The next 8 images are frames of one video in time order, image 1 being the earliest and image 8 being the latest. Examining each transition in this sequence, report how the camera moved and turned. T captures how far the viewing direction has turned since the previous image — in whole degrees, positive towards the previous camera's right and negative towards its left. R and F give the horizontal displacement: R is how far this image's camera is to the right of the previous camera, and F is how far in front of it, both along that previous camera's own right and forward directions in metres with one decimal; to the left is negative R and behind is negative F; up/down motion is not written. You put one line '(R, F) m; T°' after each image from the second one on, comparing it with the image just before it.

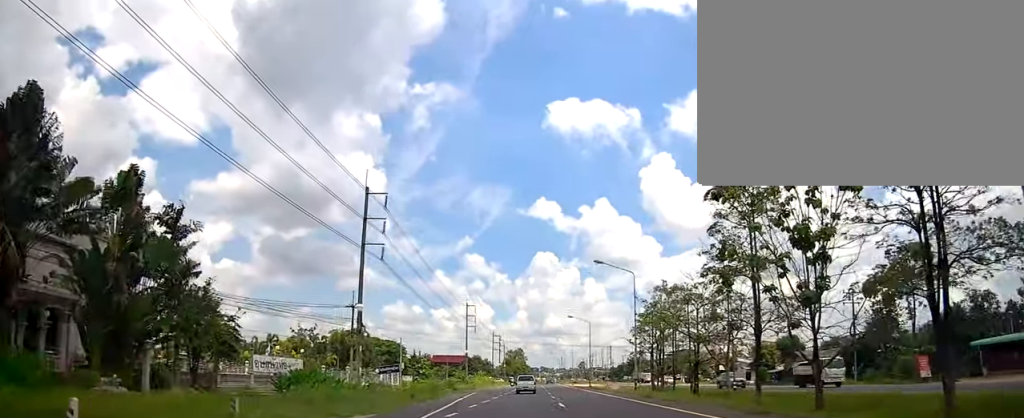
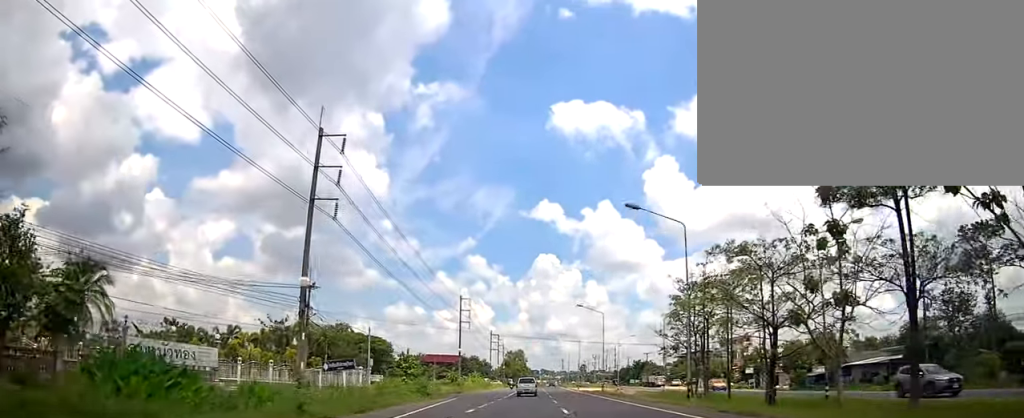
(0.0, +13.7) m; 0°
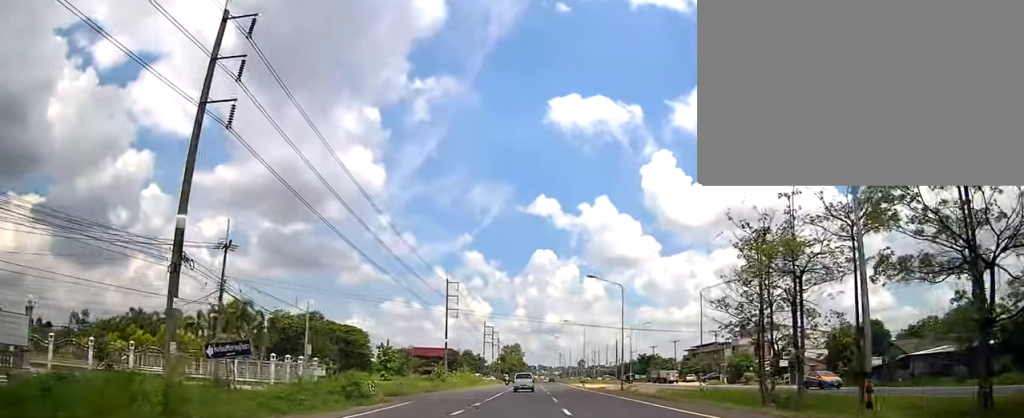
(-0.1, +14.8) m; 0°
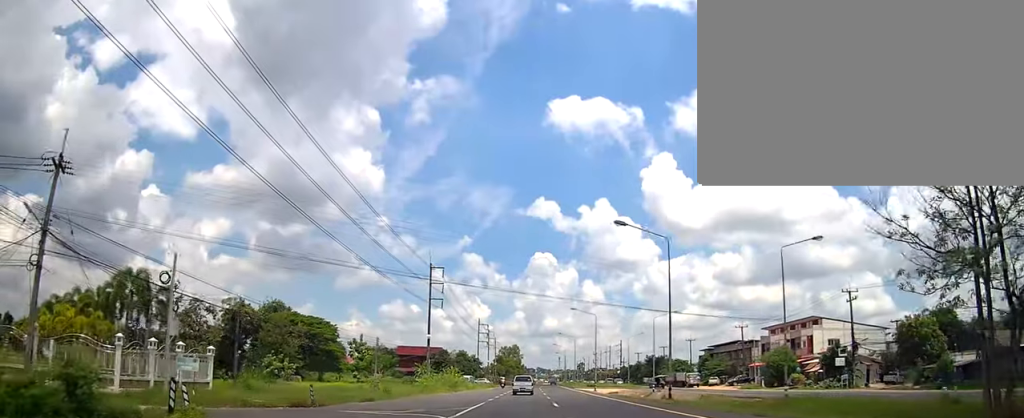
(+0.1, +16.2) m; +1°
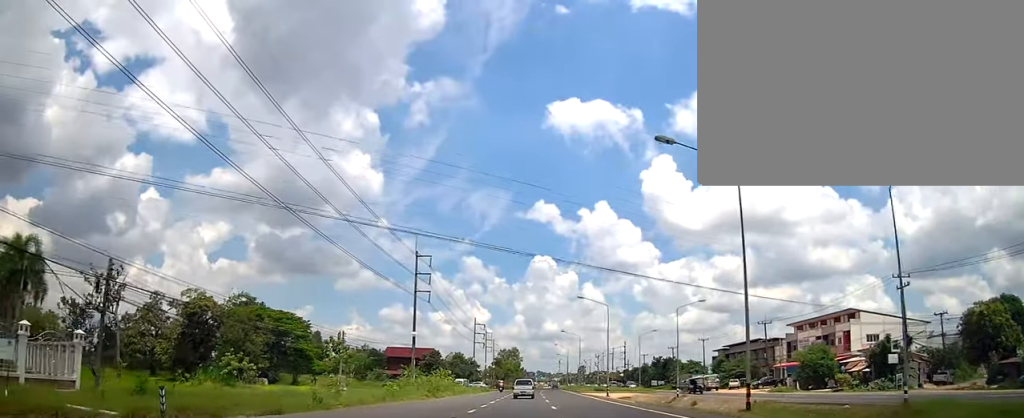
(+0.1, +10.8) m; 0°
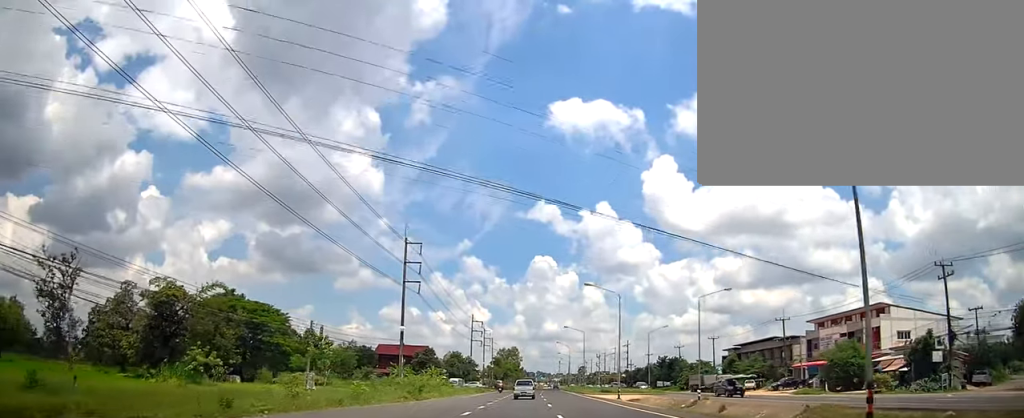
(+0.1, +7.1) m; 0°
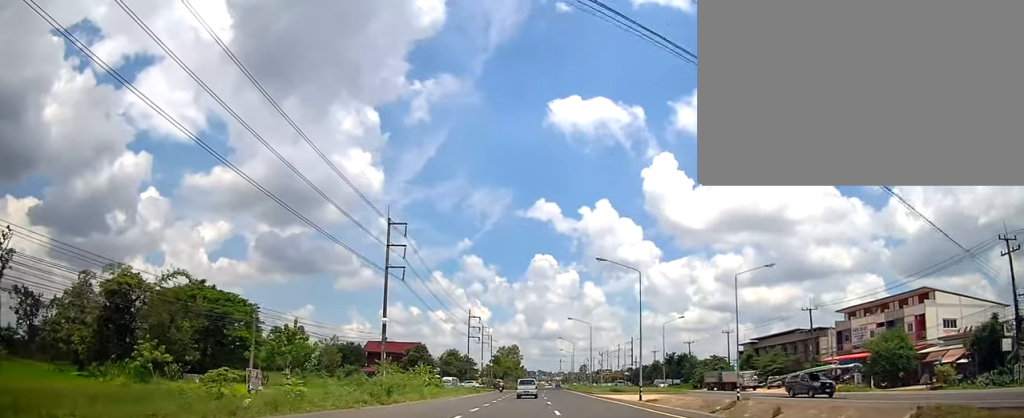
(-0.1, +8.9) m; 0°
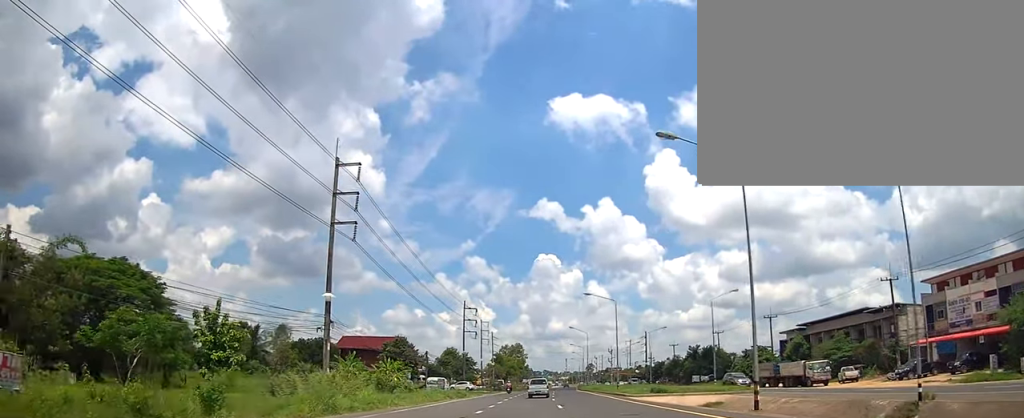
(-0.1, +18.6) m; 0°
